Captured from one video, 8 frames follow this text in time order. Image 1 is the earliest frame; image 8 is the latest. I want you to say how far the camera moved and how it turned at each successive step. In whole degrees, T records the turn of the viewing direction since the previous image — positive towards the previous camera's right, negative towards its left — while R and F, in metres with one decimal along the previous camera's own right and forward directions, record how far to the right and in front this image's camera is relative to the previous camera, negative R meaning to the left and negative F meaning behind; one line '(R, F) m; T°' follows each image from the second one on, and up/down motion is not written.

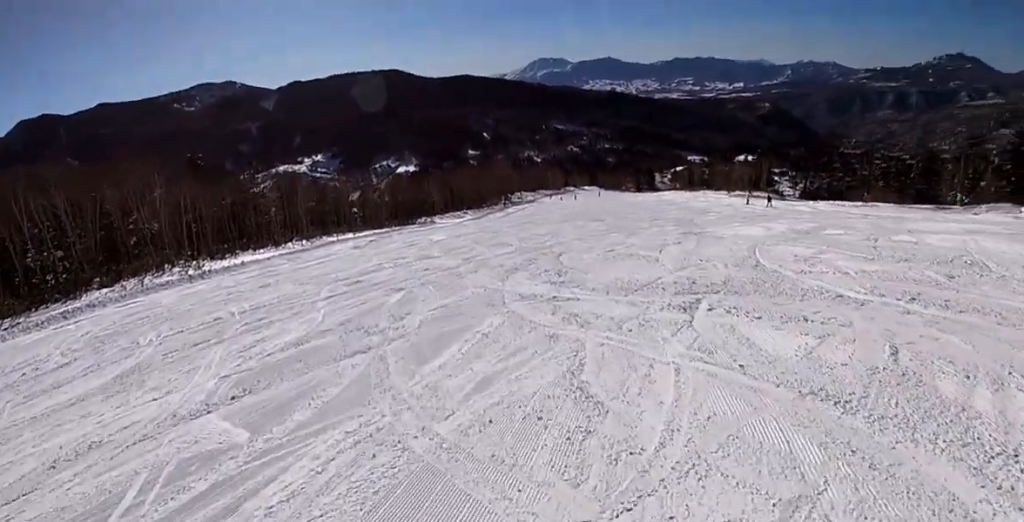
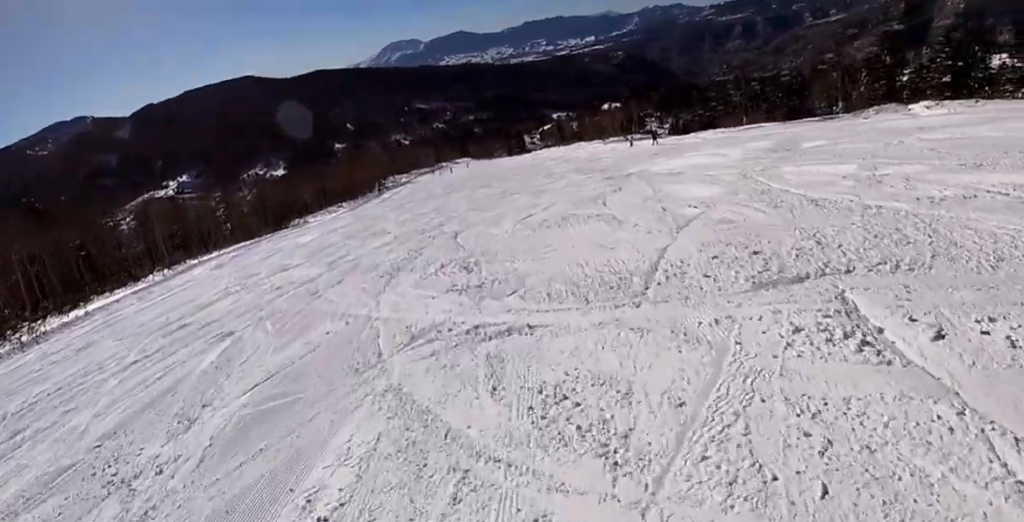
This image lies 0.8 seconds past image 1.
(+0.9, +5.1) m; +17°
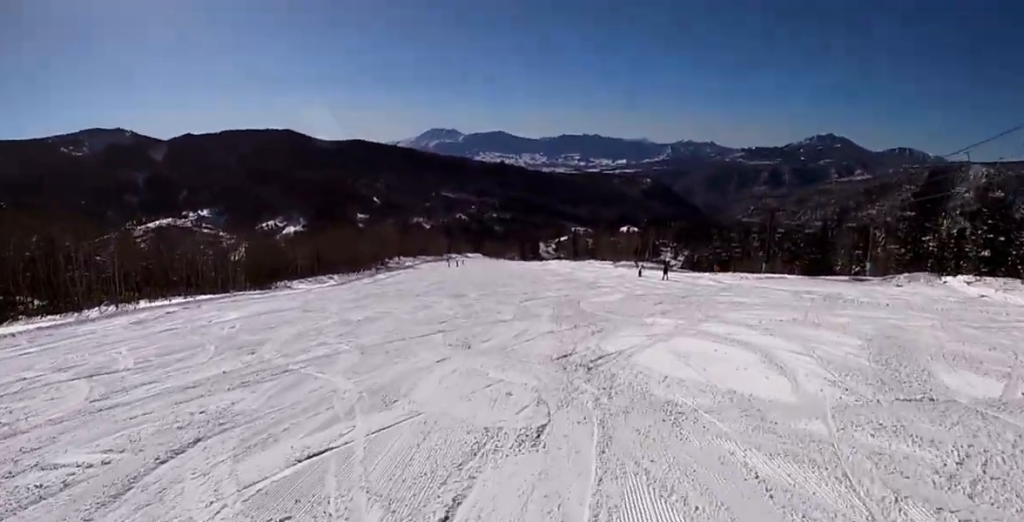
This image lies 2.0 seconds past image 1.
(+1.6, +8.2) m; +9°
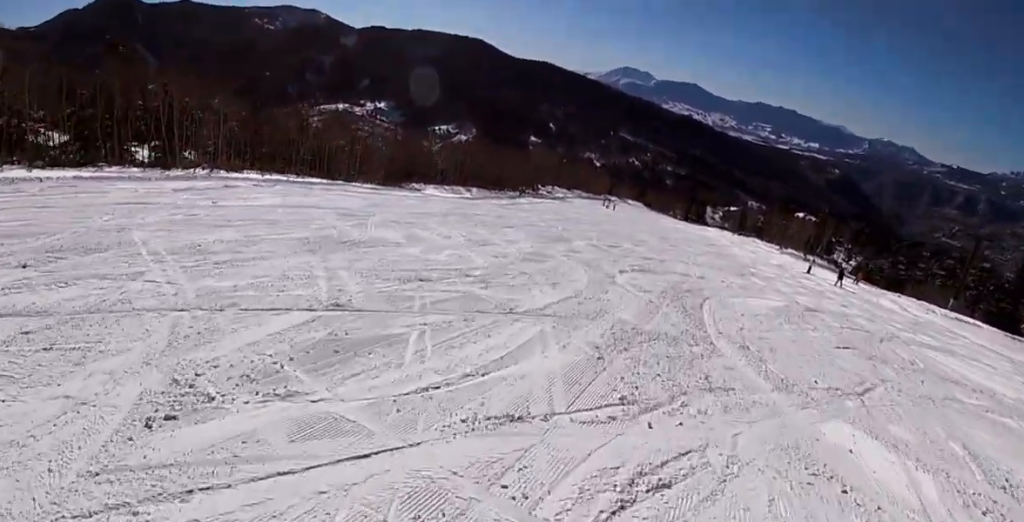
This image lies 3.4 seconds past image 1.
(-2.3, +10.4) m; -24°
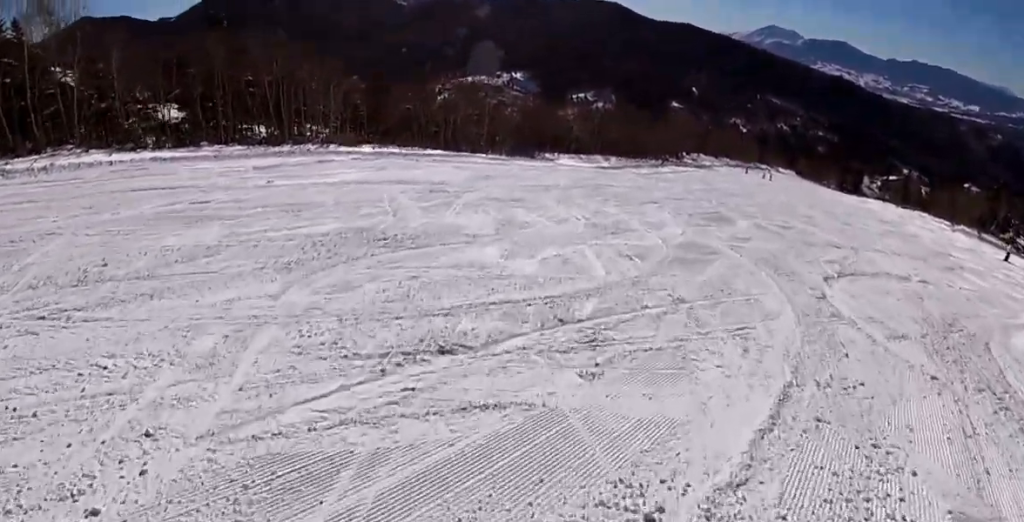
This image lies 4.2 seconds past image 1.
(-0.9, +6.4) m; -6°
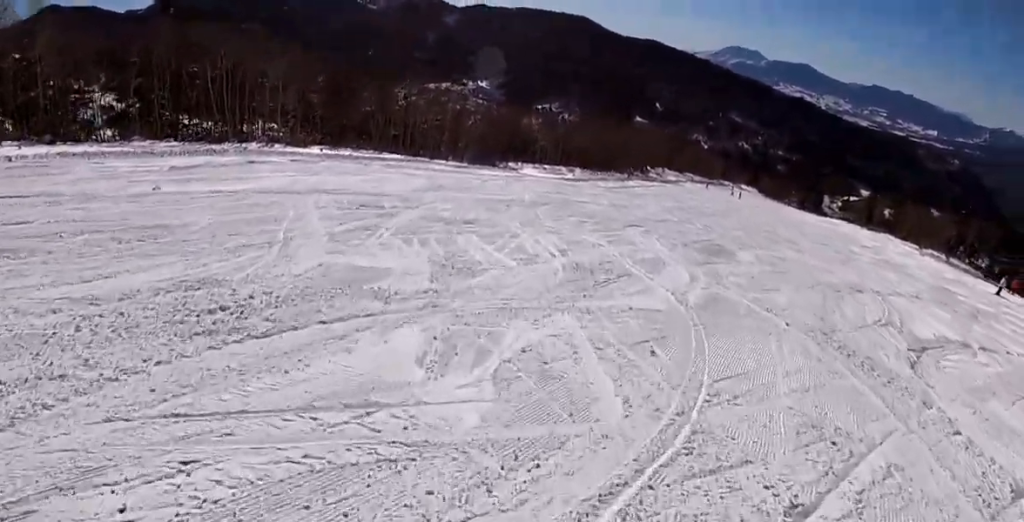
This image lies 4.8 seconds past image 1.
(-0.1, +4.3) m; +3°
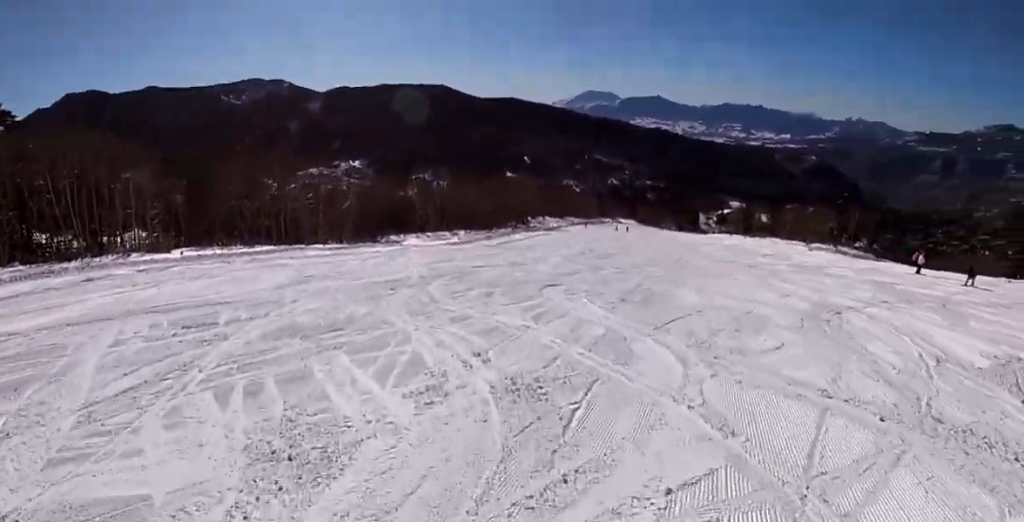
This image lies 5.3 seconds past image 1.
(+0.1, +3.5) m; +7°
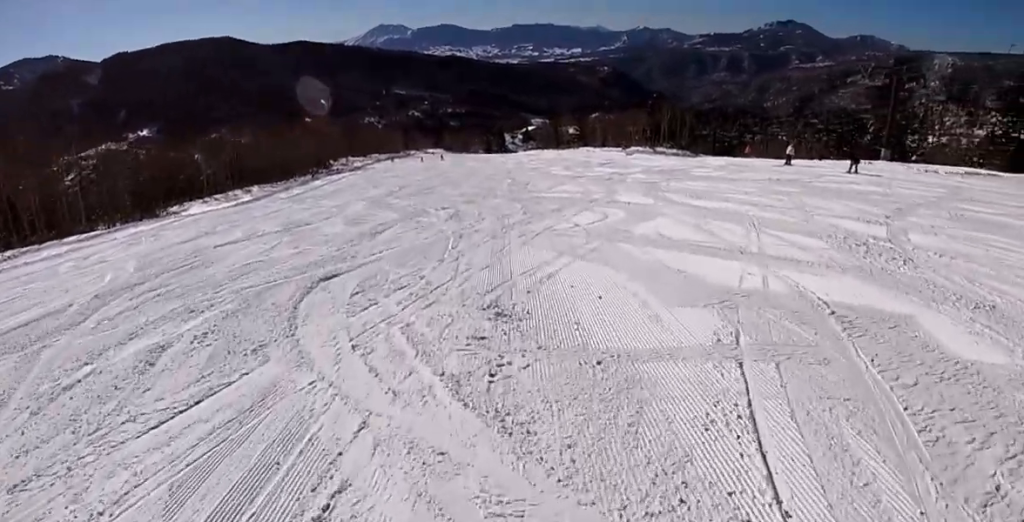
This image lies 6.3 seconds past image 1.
(+1.2, +6.5) m; +28°
